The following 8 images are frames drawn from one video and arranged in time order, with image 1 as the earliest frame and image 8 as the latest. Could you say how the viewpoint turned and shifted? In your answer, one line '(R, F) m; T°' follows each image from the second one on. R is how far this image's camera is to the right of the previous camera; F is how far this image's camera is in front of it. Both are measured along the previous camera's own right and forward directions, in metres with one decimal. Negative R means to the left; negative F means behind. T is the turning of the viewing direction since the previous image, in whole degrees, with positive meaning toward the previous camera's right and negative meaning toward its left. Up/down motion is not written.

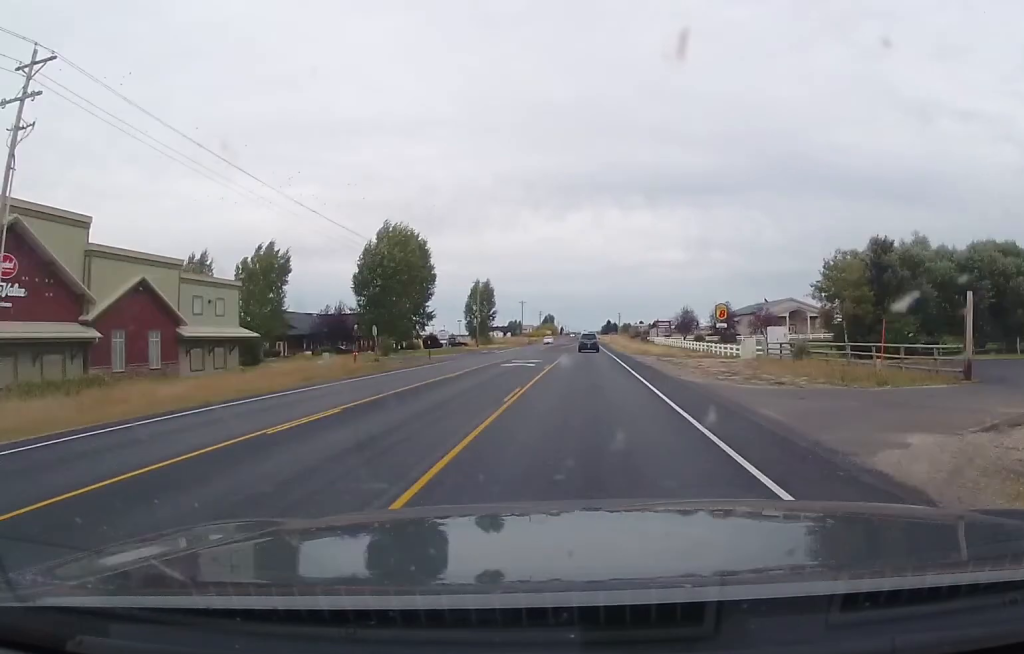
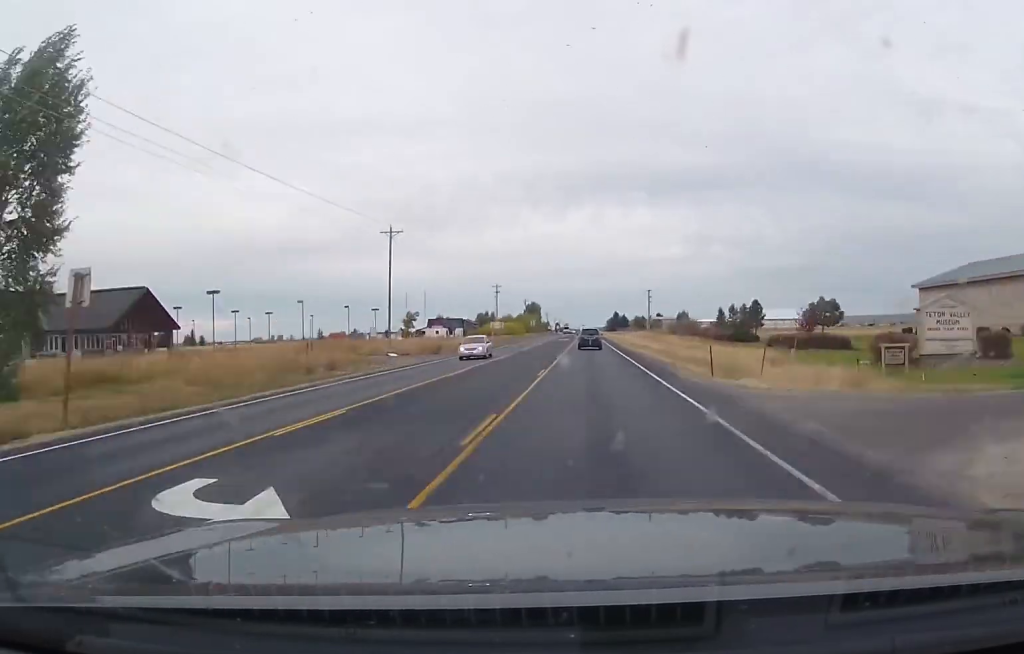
(-0.3, +142.4) m; 0°
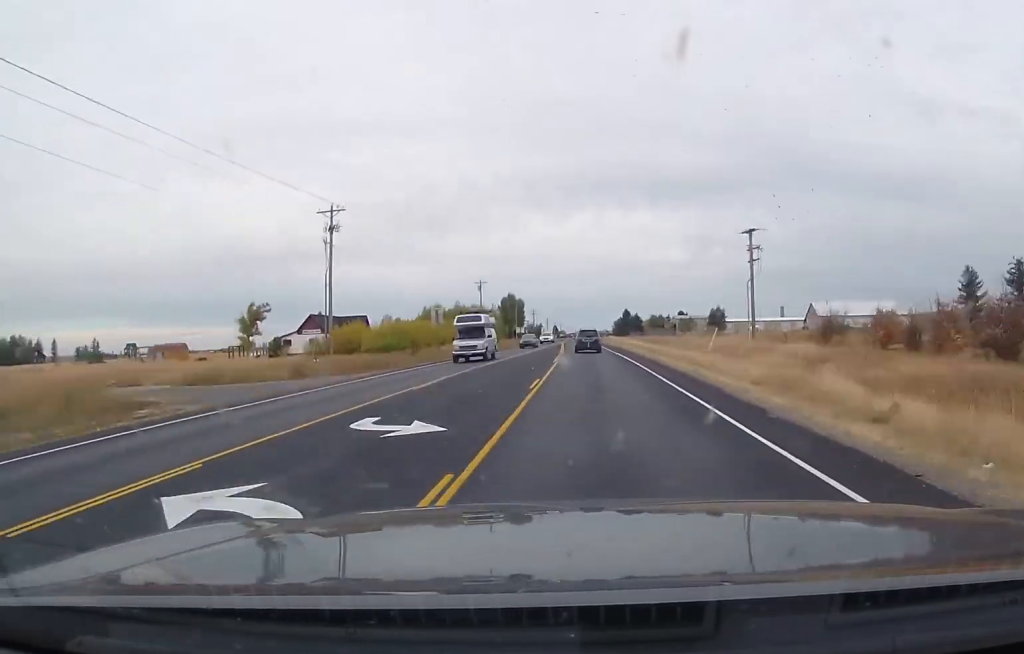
(-0.1, +100.3) m; 0°
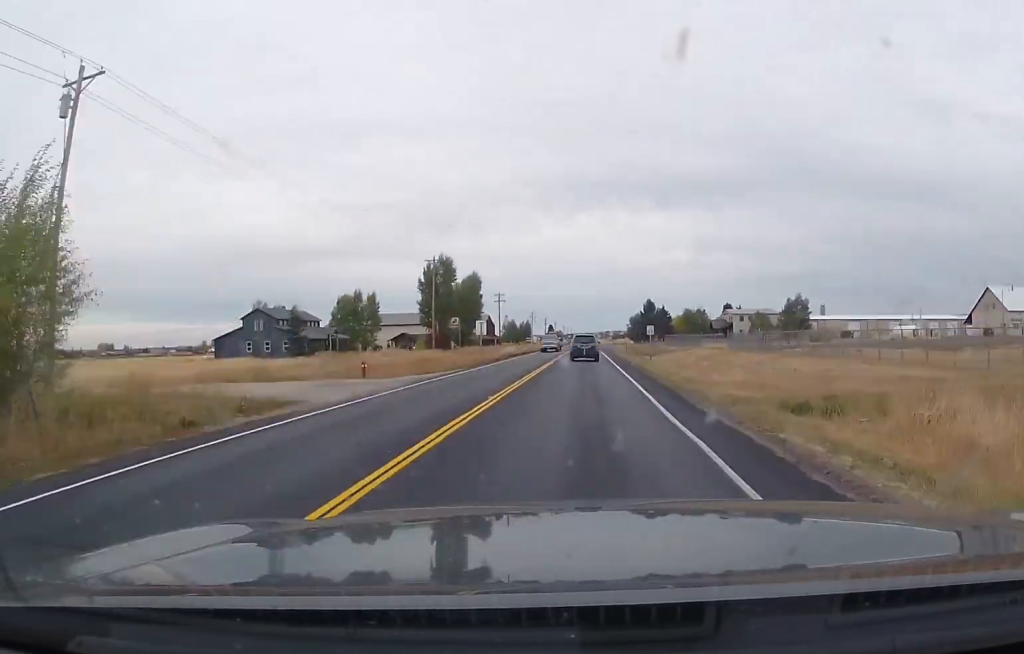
(+0.4, +107.9) m; 0°
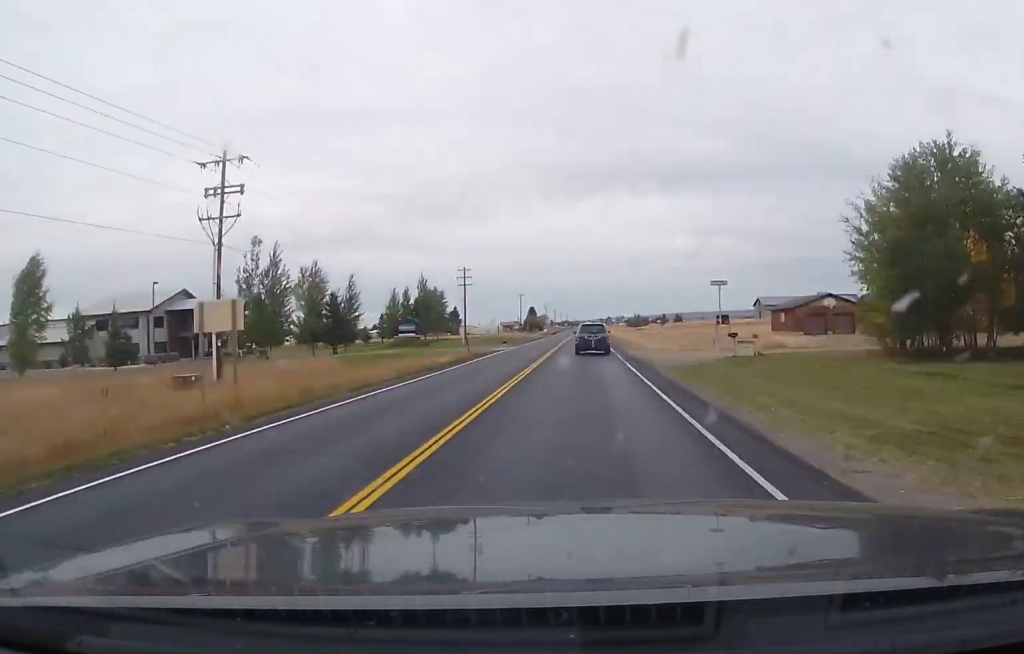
(+0.5, +194.4) m; 0°
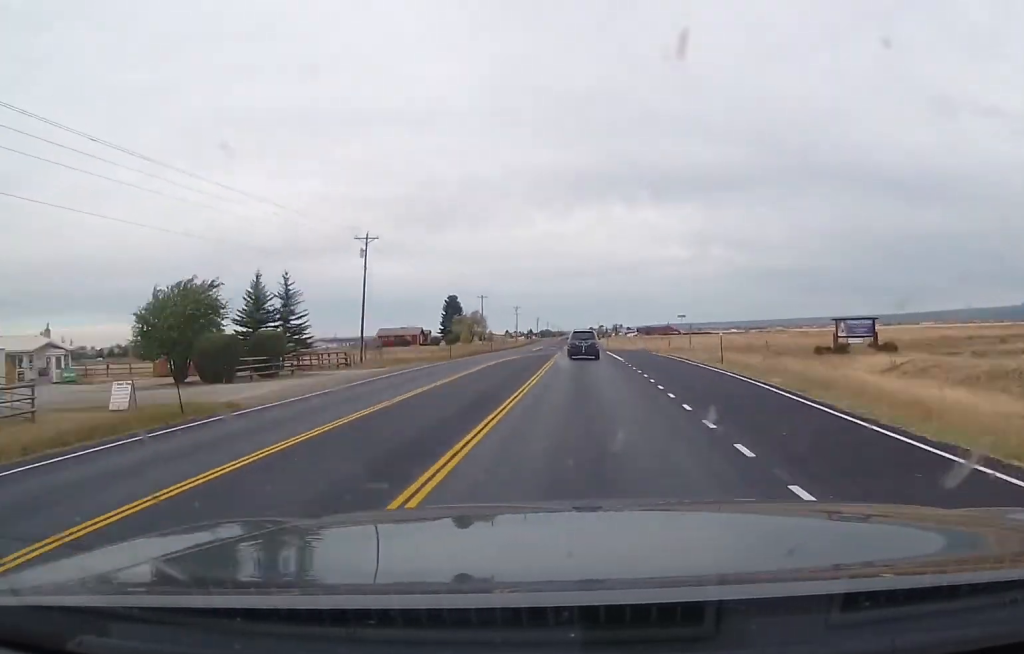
(+0.5, +257.8) m; 0°
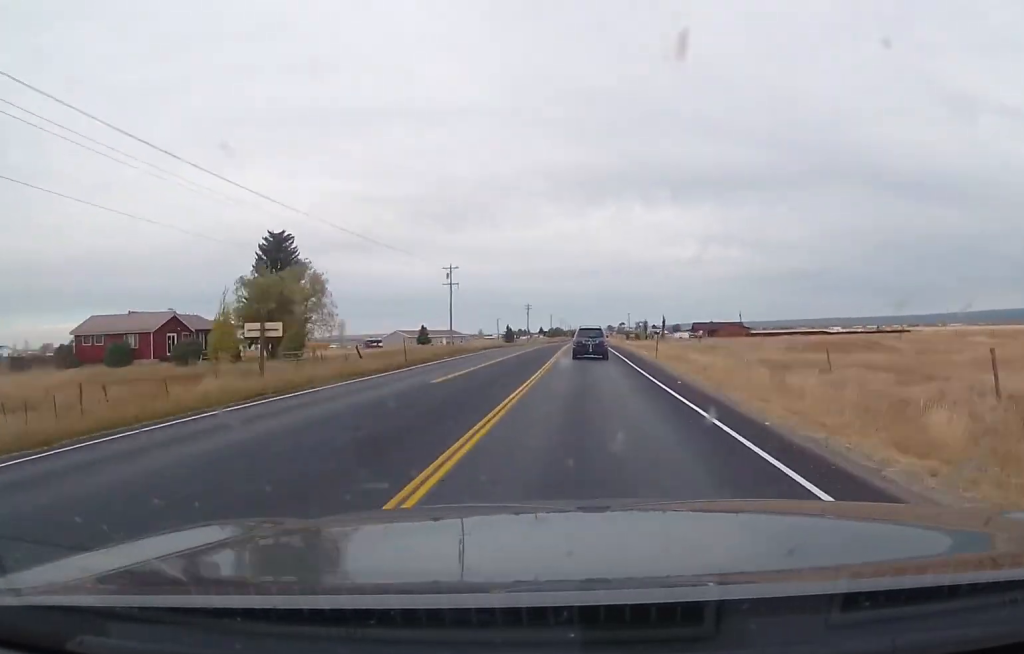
(-0.5, +131.5) m; 0°
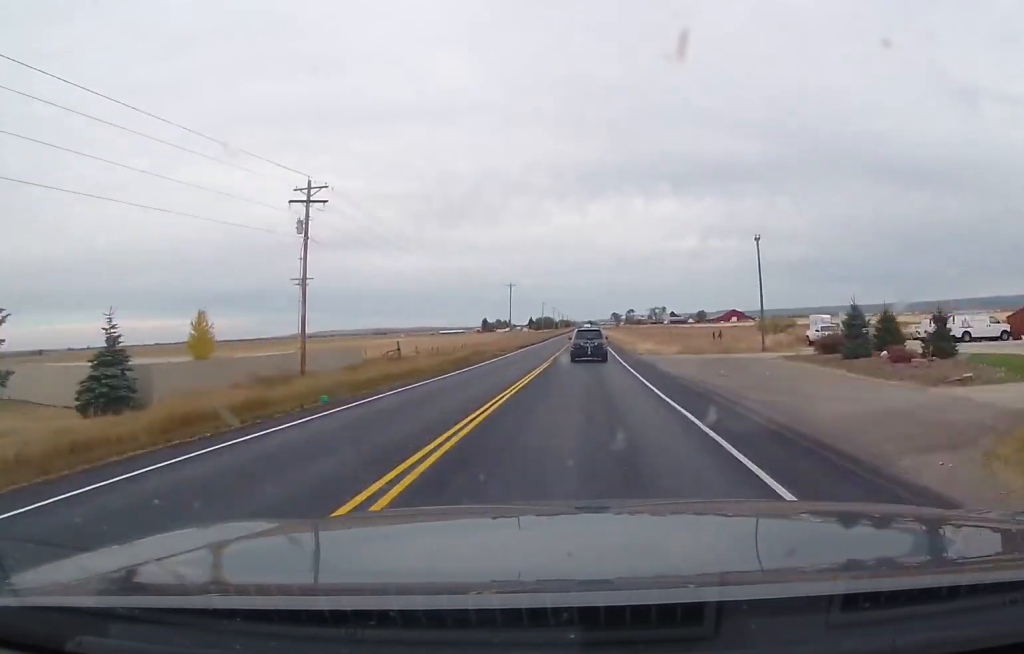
(-0.4, +165.1) m; 0°
